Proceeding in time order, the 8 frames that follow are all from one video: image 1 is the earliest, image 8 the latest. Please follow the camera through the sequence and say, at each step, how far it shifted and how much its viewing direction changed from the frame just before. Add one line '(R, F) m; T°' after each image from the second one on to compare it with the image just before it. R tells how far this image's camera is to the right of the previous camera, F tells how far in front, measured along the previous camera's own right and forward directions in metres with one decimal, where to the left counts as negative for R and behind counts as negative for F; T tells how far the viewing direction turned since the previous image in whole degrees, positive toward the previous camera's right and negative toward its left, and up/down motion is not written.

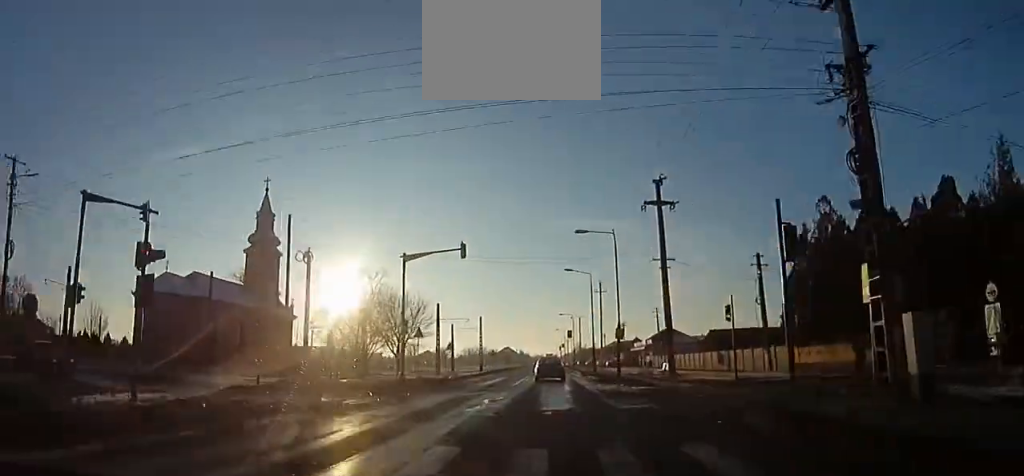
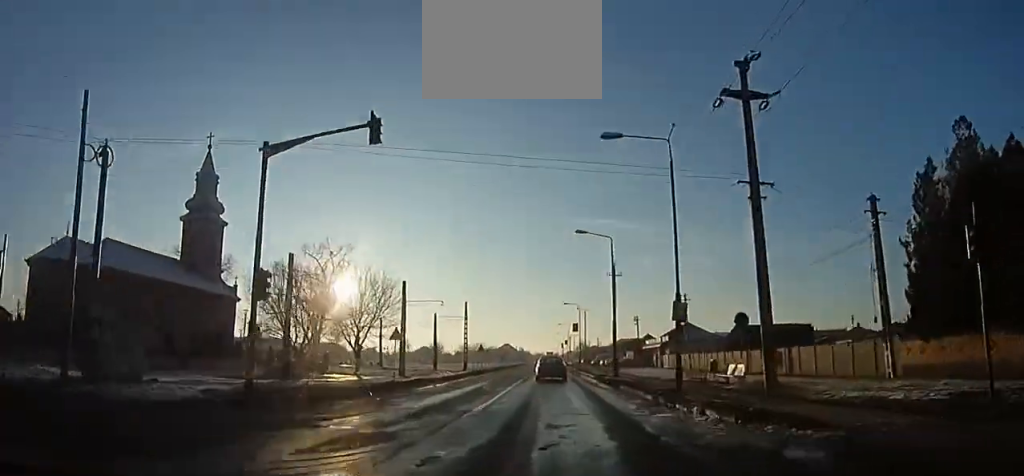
(-0.2, +13.5) m; 0°
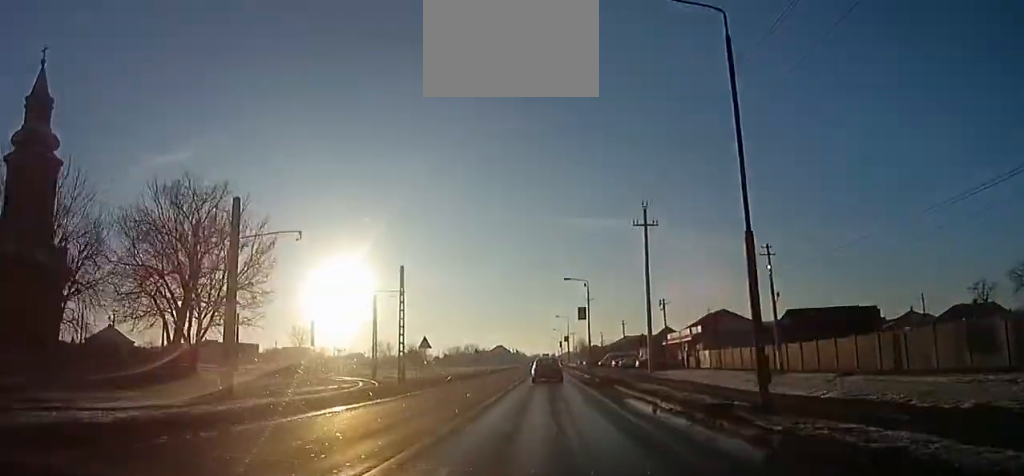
(+0.3, +22.8) m; -2°
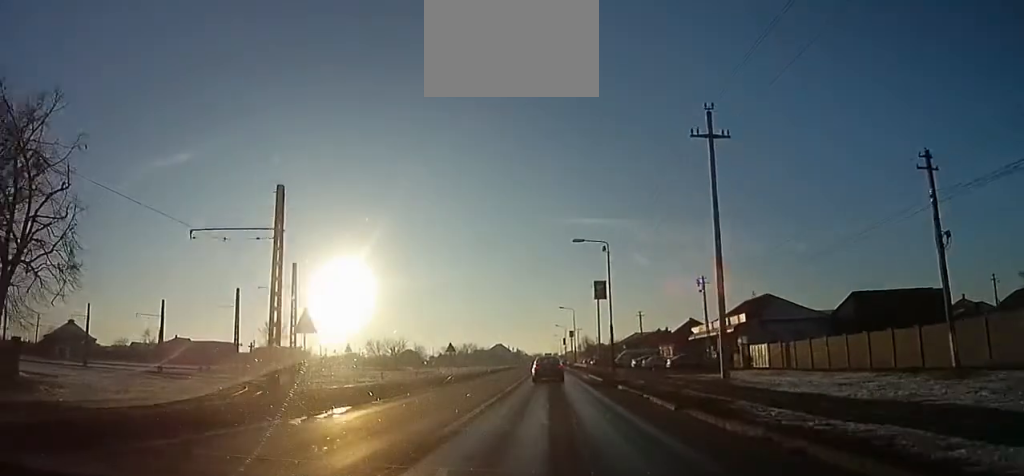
(-0.5, +15.4) m; 0°
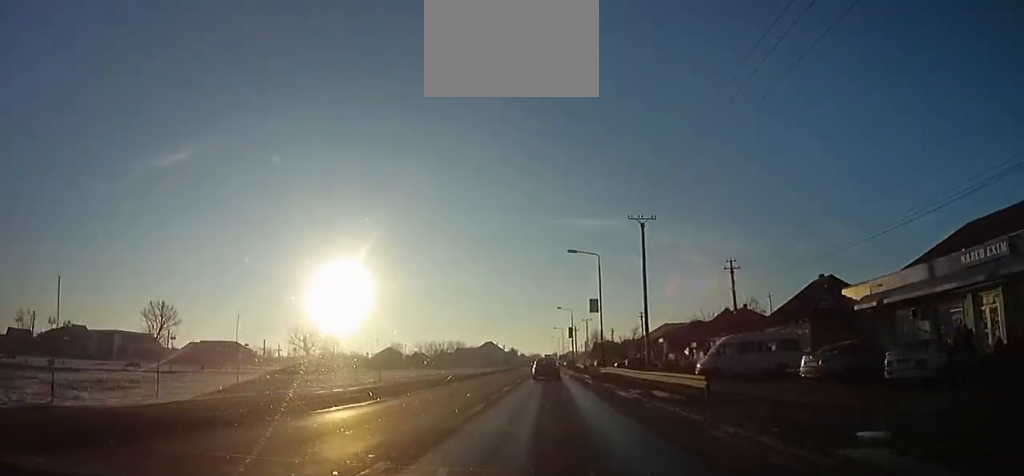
(+0.5, +39.9) m; +3°
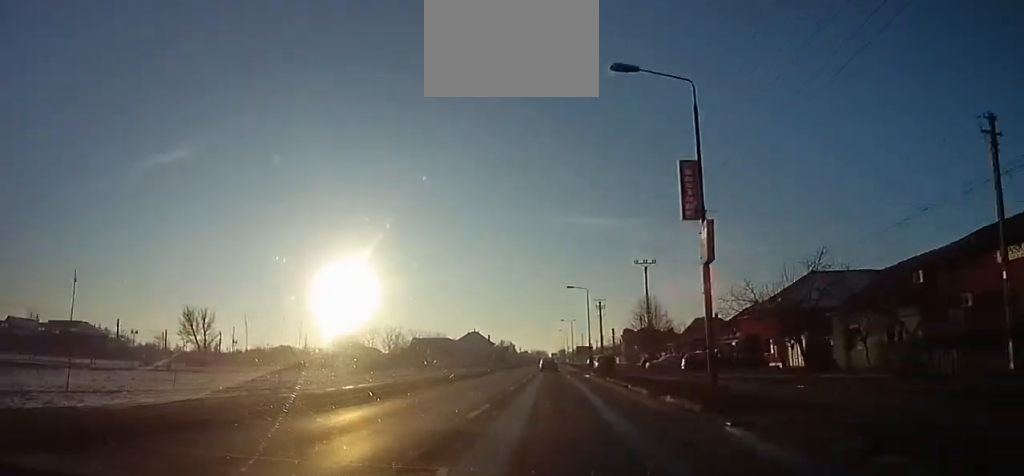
(-1.7, +63.2) m; -2°
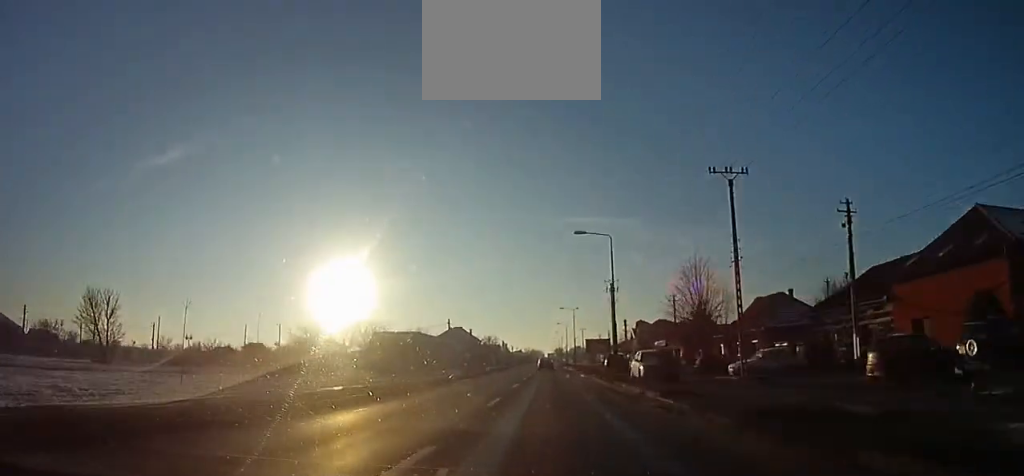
(+0.8, +23.7) m; 0°
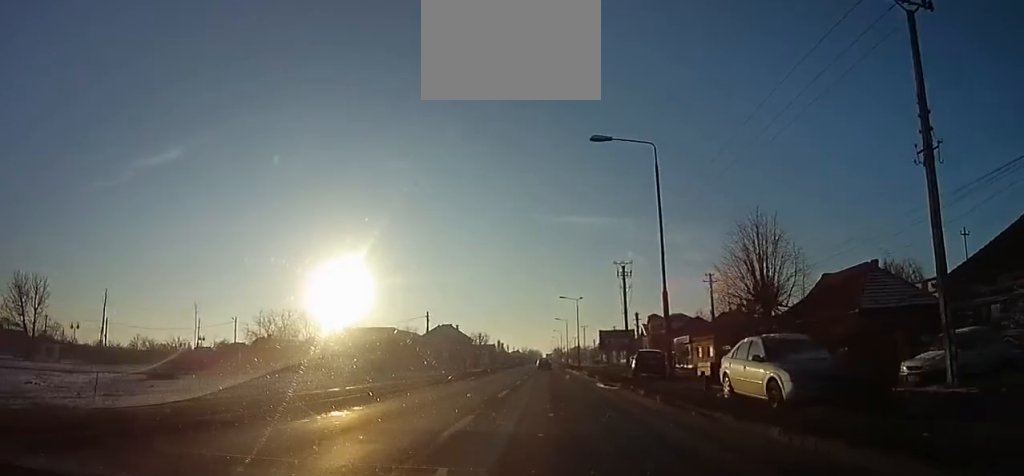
(-0.4, +13.7) m; 0°
